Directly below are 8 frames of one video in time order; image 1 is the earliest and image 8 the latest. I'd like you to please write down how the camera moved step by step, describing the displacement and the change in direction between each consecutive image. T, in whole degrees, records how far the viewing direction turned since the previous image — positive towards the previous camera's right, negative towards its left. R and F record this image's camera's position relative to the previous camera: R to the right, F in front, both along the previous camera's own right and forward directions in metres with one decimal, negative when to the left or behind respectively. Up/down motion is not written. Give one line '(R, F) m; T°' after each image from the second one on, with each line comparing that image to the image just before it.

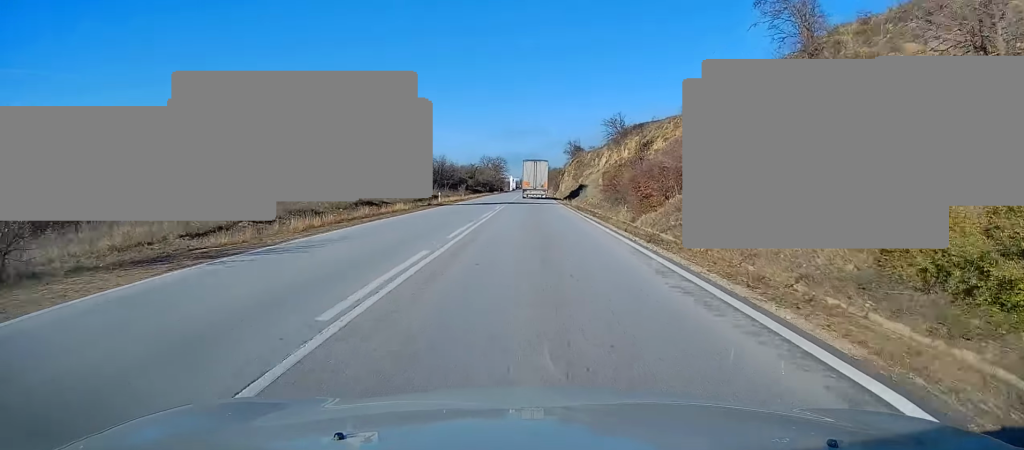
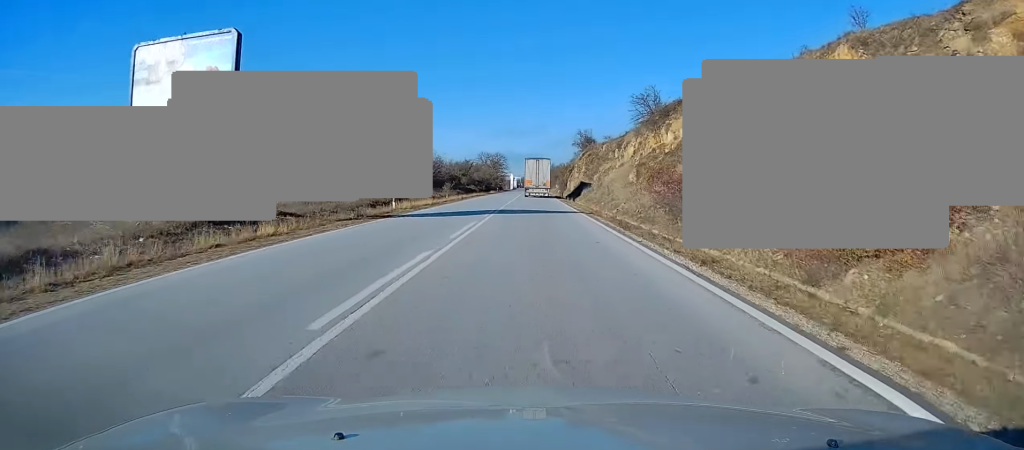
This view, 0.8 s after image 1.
(+0.4, +18.5) m; +1°
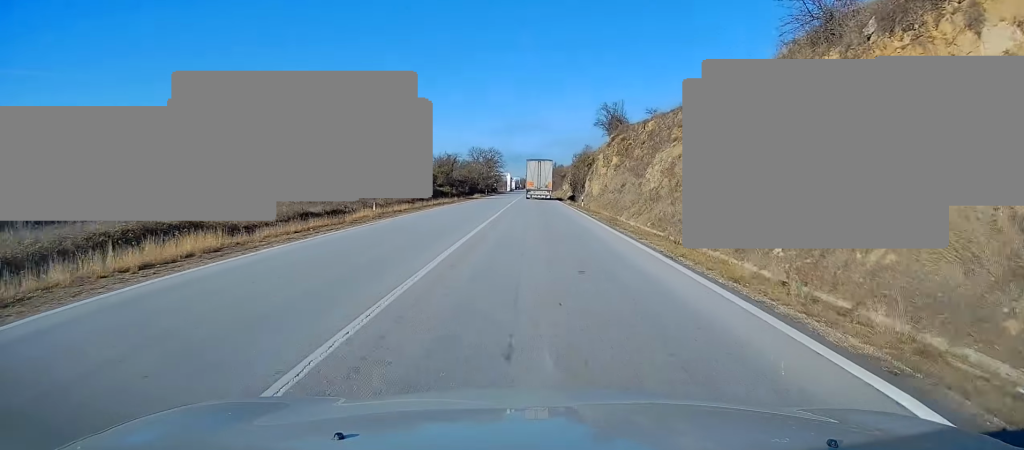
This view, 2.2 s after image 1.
(+0.1, +31.9) m; 0°
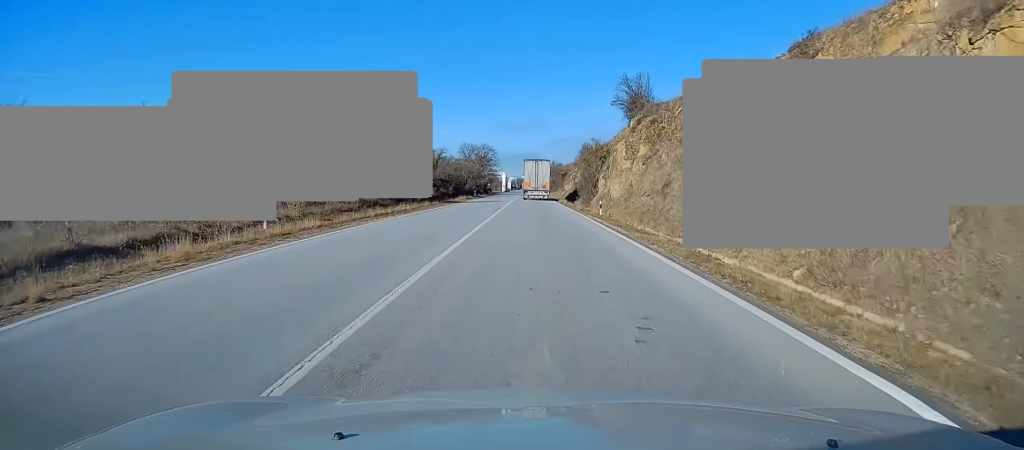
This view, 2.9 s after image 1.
(+0.1, +15.1) m; -1°
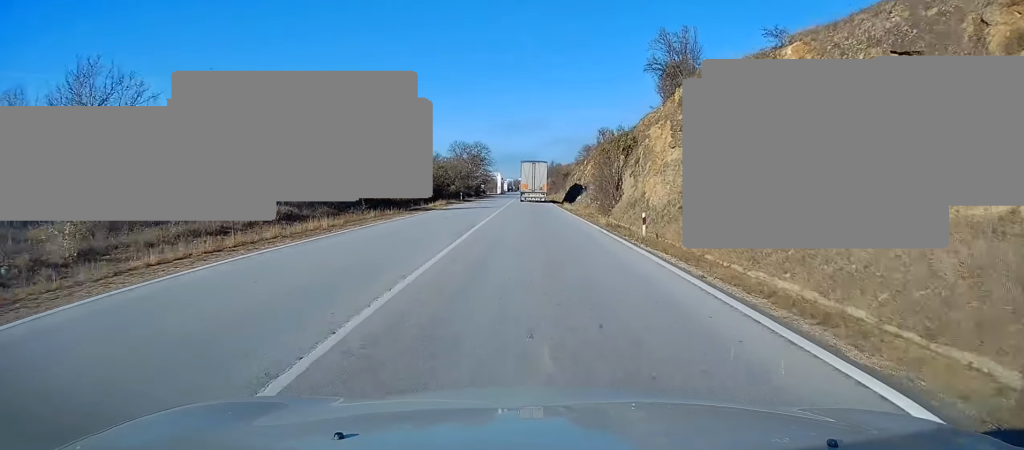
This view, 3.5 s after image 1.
(-0.2, +14.3) m; 0°
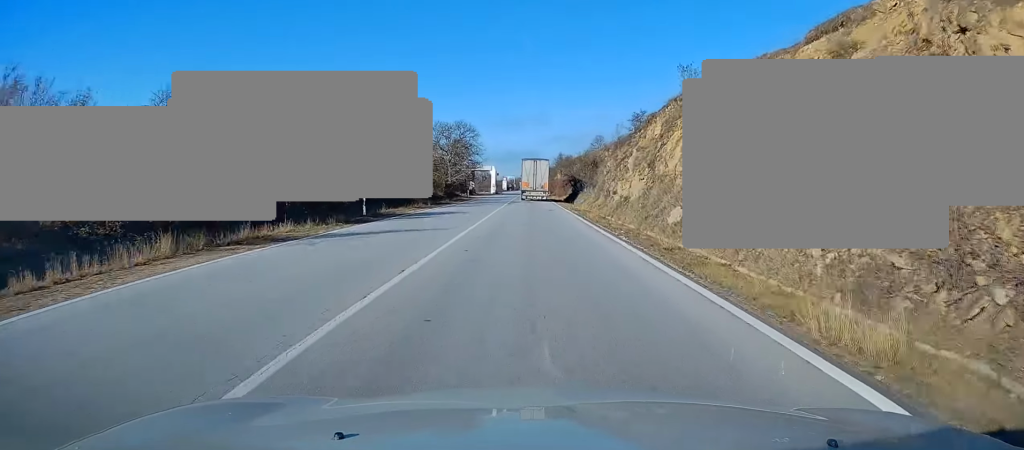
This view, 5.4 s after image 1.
(+0.4, +42.8) m; +1°
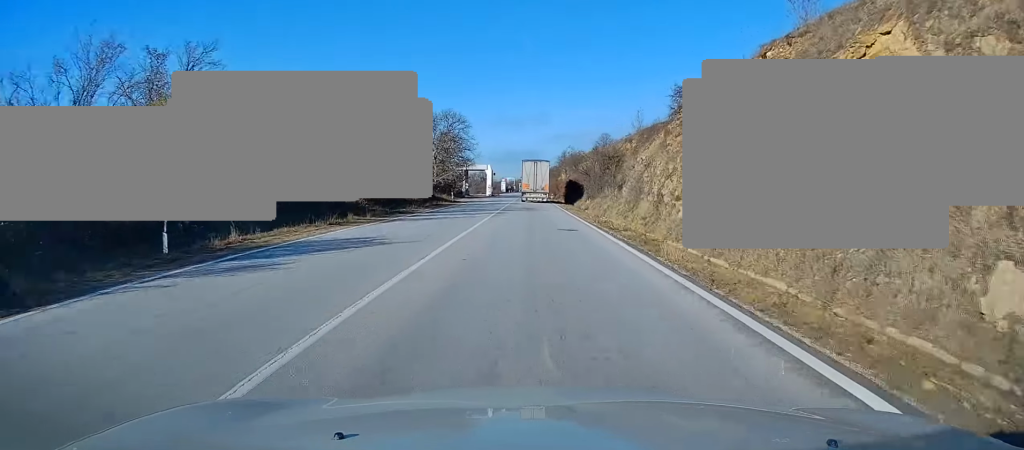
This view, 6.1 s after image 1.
(0.0, +16.5) m; 0°
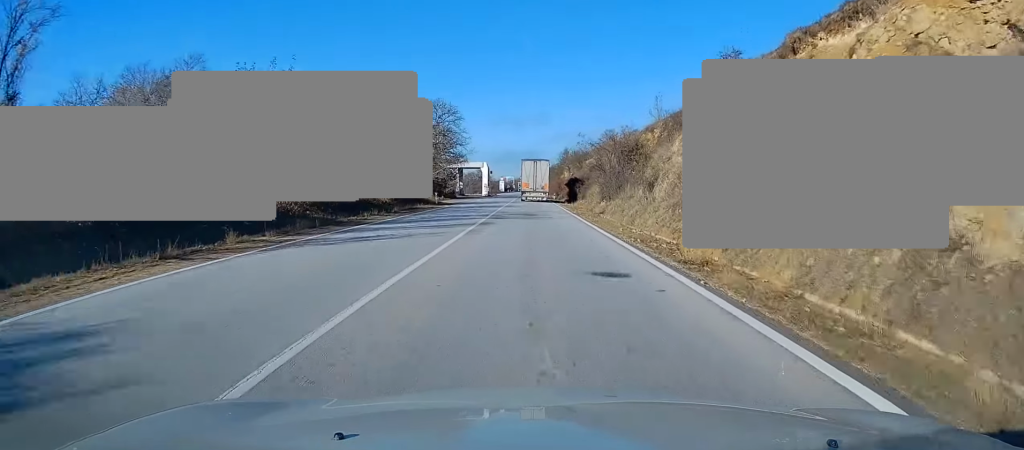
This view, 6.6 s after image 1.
(0.0, +10.6) m; 0°
